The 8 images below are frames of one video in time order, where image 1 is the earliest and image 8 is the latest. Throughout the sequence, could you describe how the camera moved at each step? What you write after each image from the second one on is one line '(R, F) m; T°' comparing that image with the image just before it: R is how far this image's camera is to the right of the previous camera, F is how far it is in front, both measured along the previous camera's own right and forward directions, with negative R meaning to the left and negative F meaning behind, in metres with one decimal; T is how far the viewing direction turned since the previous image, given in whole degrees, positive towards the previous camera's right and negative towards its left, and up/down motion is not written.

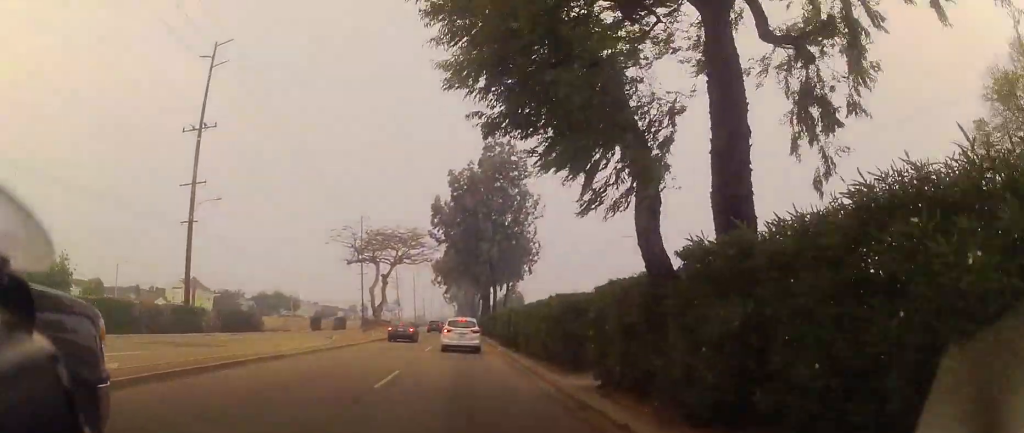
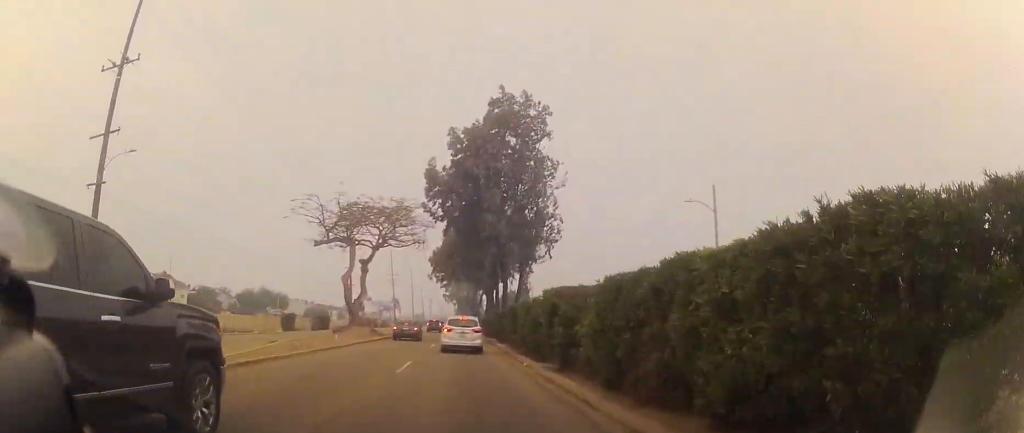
(-0.3, +11.9) m; -1°
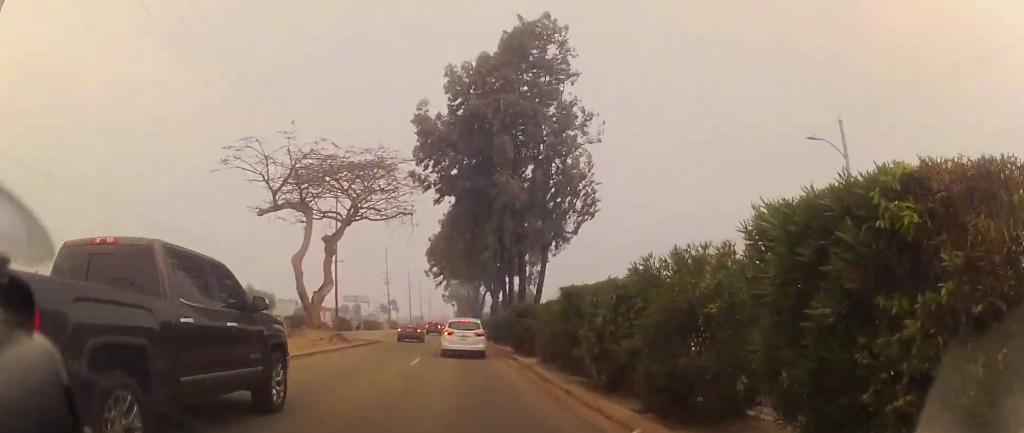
(0.0, +11.2) m; 0°
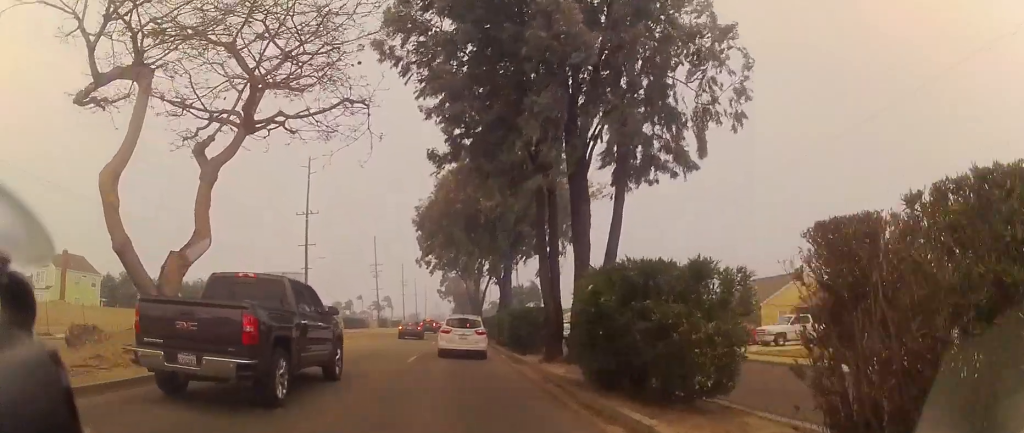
(0.0, +15.1) m; 0°
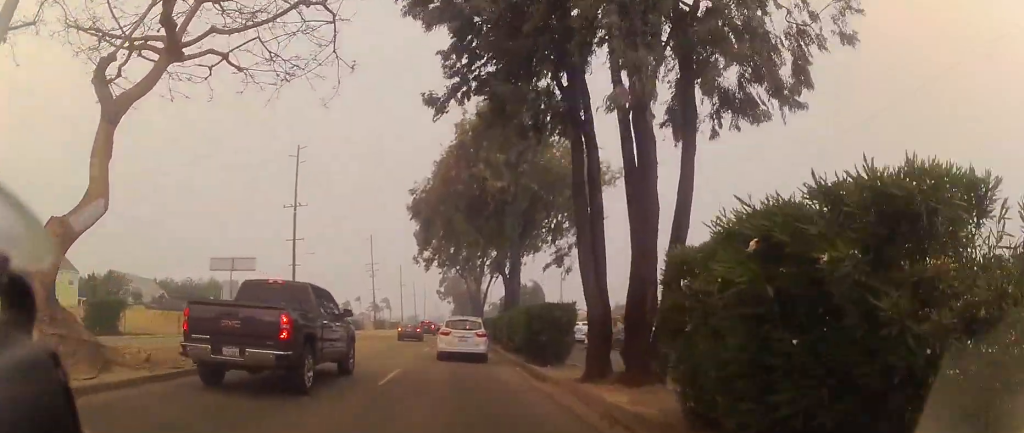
(0.0, +5.3) m; 0°
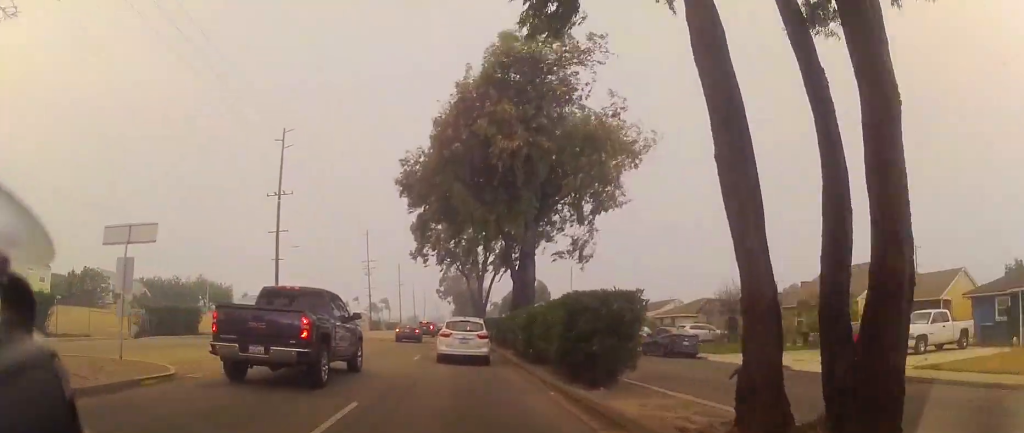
(0.0, +6.1) m; -2°
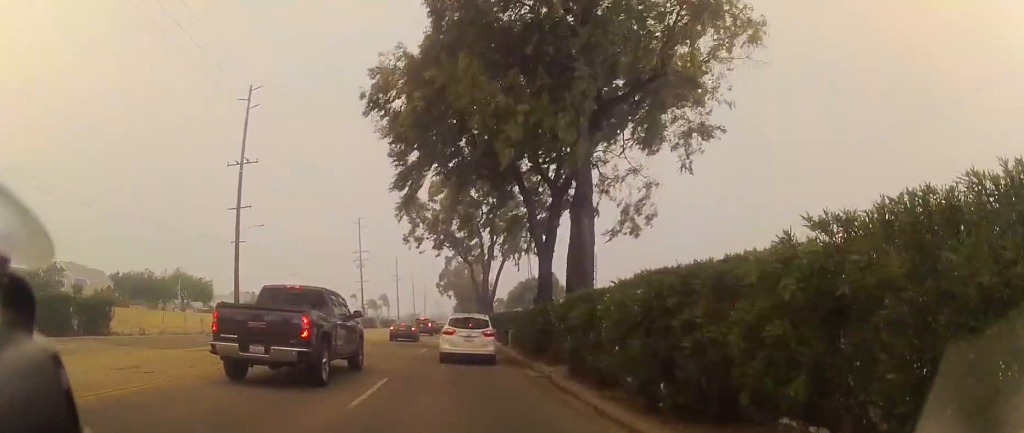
(-0.4, +11.0) m; -1°
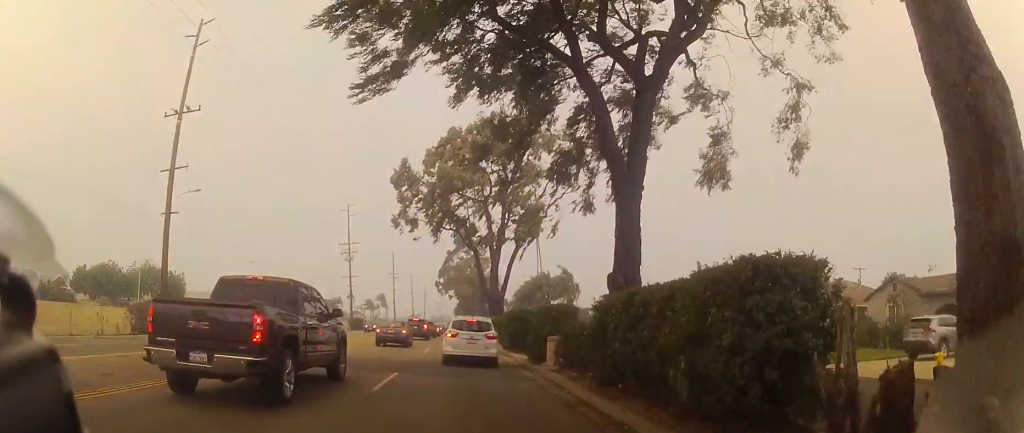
(+0.5, +12.6) m; +3°
